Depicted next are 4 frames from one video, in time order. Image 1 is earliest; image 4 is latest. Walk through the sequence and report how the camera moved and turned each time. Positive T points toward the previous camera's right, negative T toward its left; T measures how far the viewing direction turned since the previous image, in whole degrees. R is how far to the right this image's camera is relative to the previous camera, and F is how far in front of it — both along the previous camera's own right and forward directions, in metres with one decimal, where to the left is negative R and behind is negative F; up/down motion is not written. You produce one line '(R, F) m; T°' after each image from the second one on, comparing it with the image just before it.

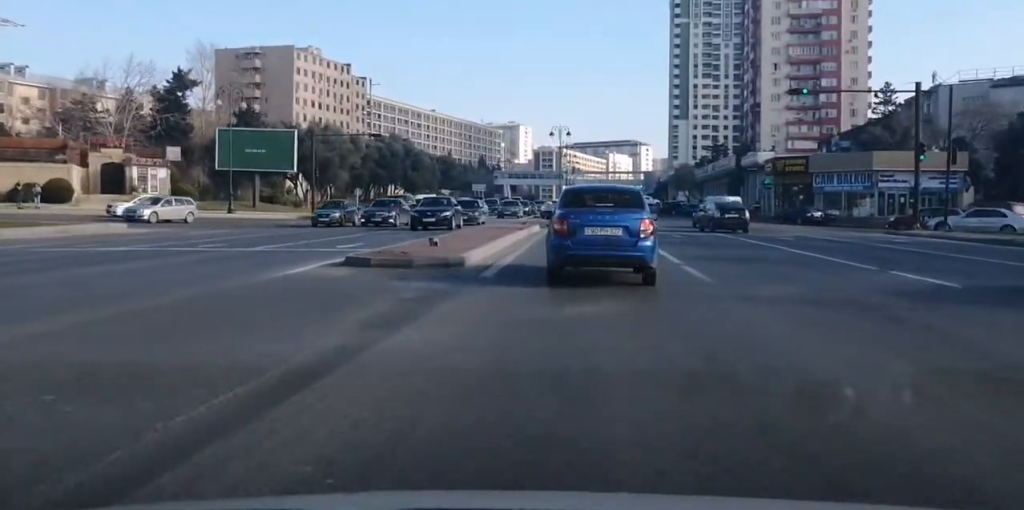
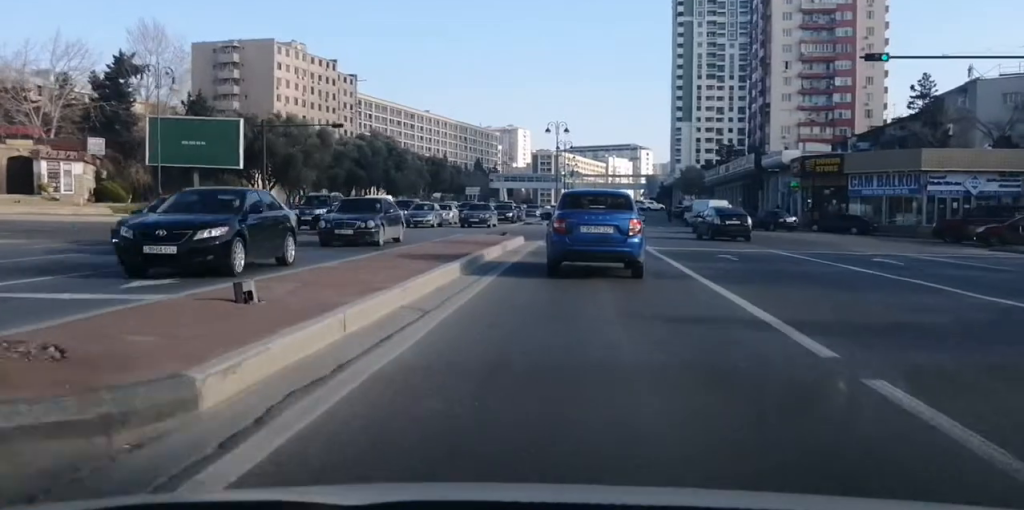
(-0.4, +12.5) m; -4°
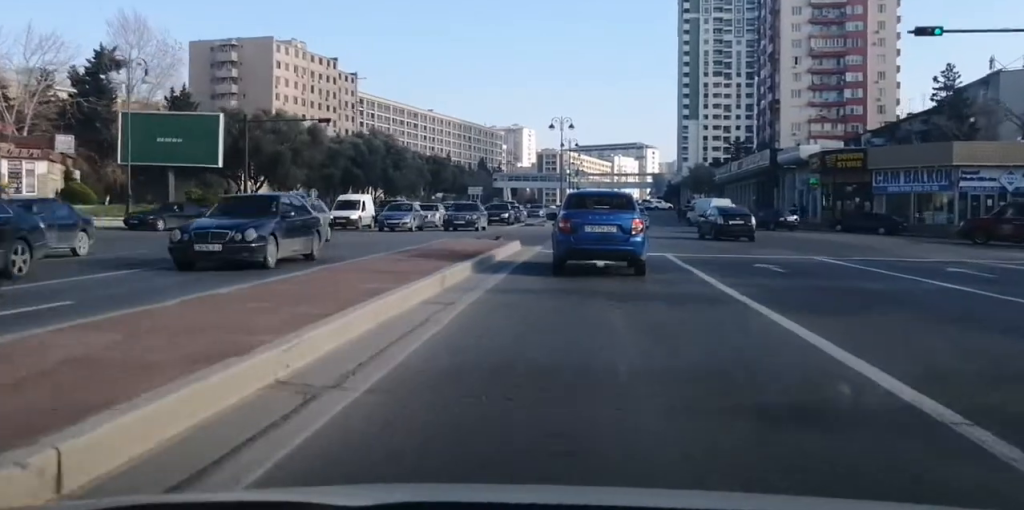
(-0.3, +4.8) m; 0°
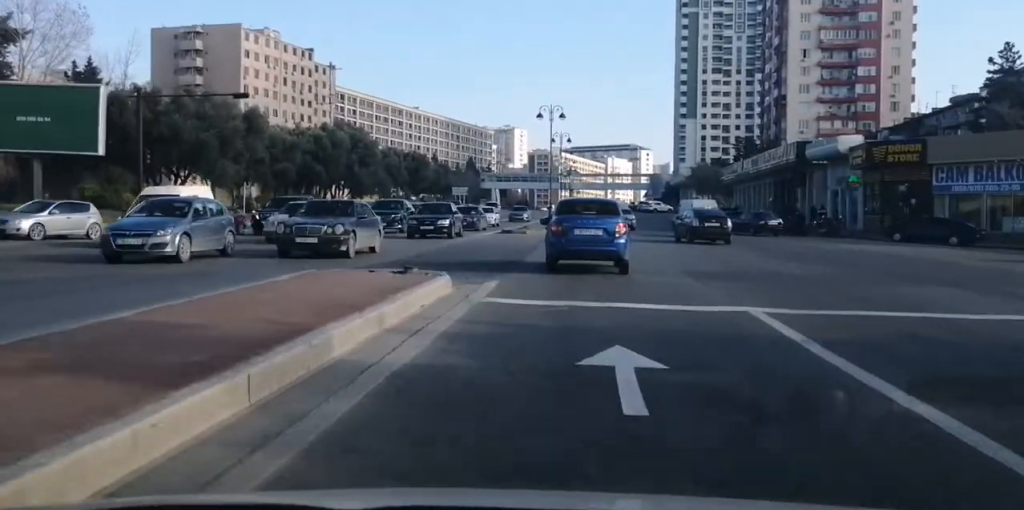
(+0.3, +14.1) m; +2°
